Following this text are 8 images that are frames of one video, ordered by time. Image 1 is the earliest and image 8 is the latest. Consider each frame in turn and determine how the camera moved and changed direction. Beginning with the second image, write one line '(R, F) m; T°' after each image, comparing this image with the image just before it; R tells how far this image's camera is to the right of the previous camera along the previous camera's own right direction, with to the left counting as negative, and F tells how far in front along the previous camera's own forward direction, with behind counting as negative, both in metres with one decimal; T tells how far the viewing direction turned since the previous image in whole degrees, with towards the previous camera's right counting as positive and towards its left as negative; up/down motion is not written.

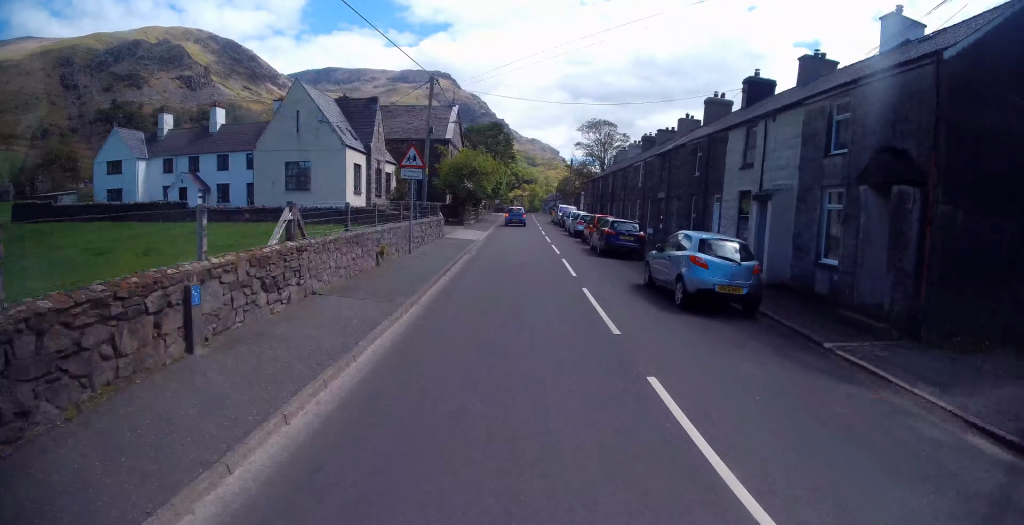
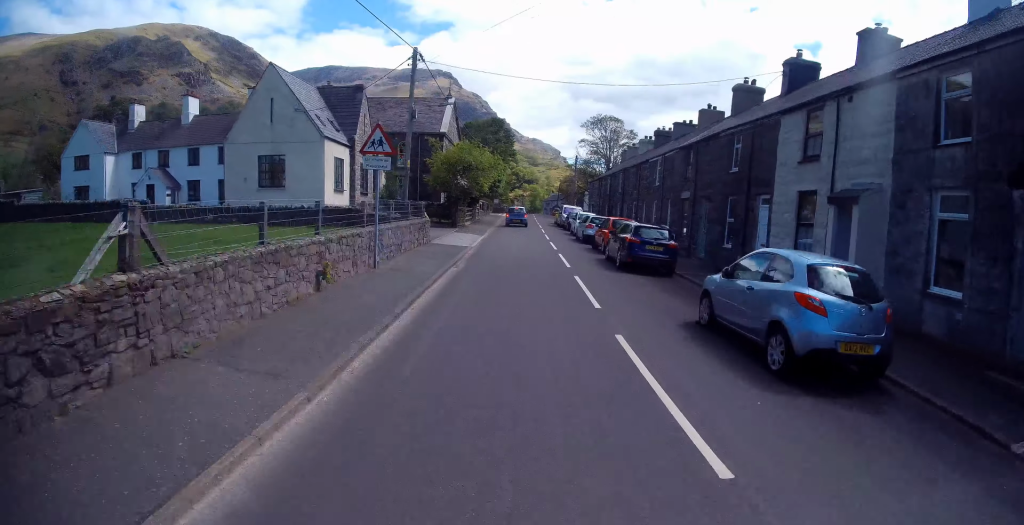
(+0.1, +4.3) m; 0°
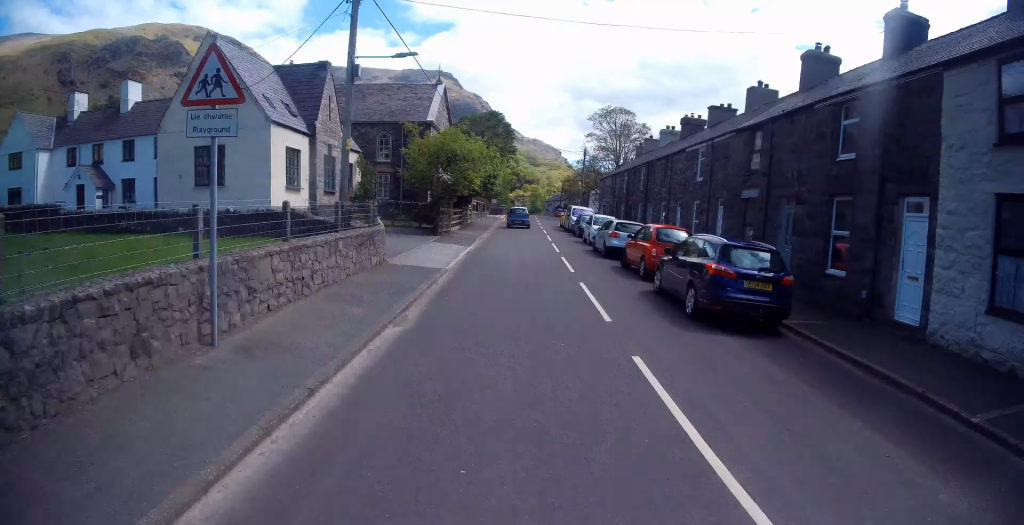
(-0.1, +7.5) m; -1°
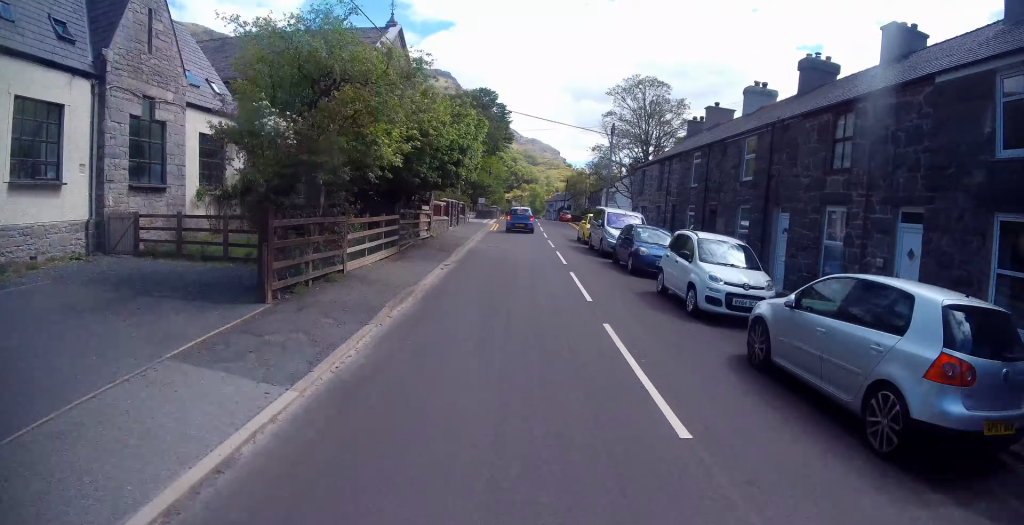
(-0.1, +17.2) m; +1°
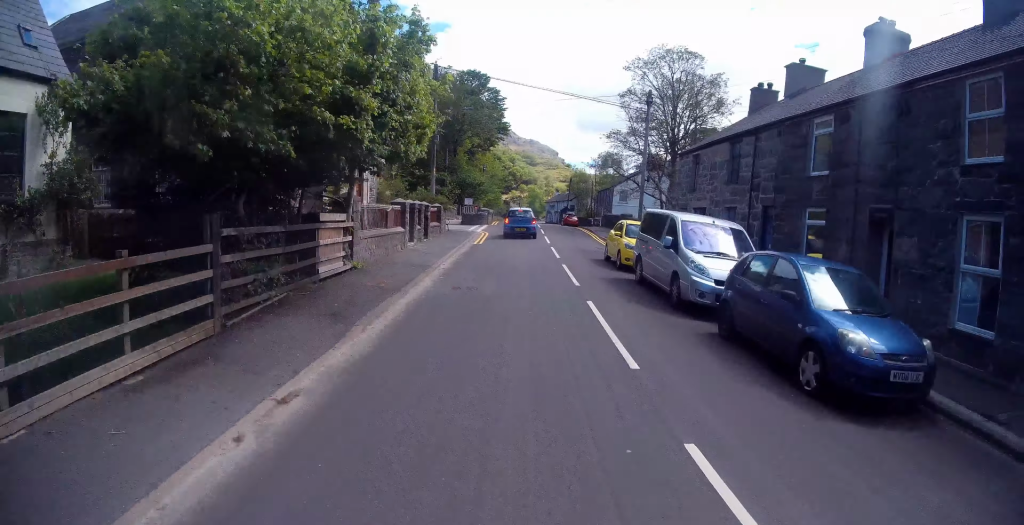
(+0.1, +10.8) m; -1°
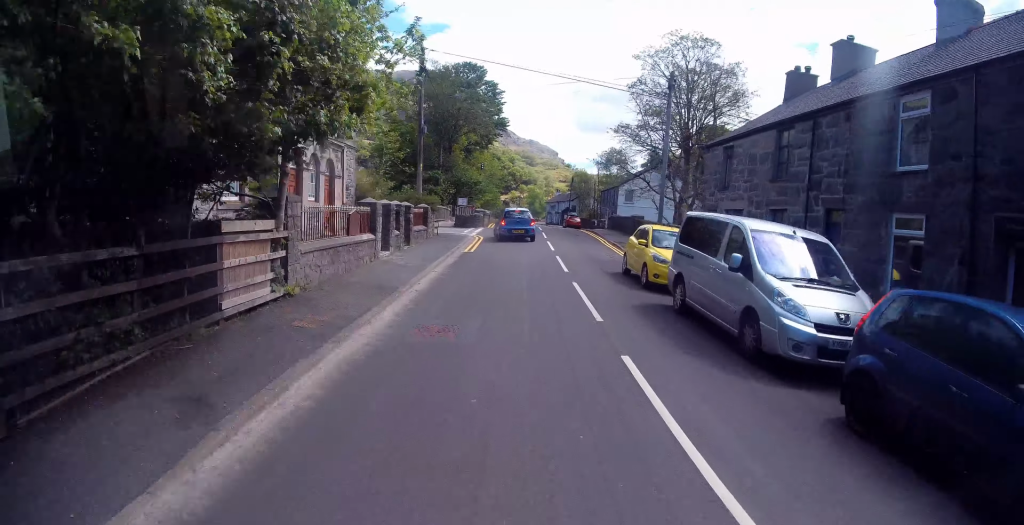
(0.0, +3.8) m; -1°
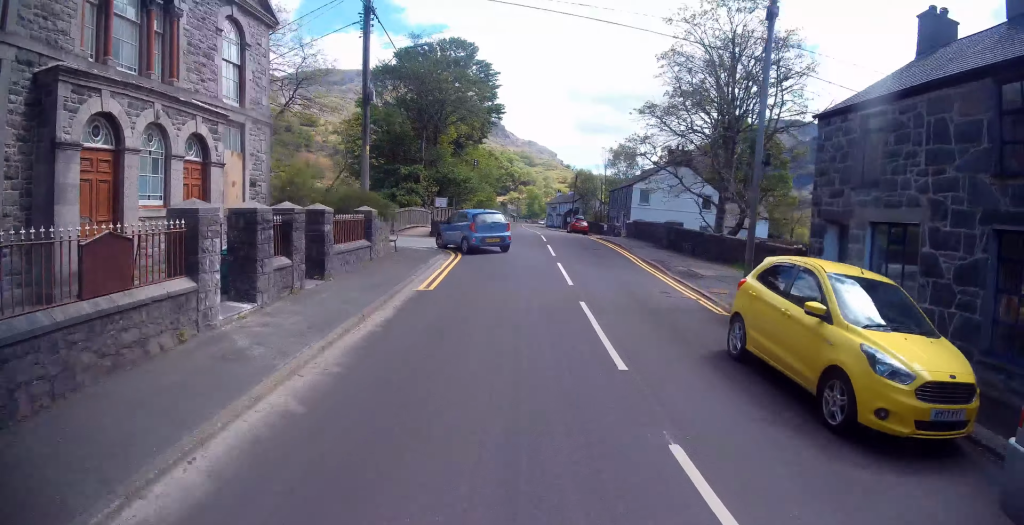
(-0.3, +9.0) m; -2°
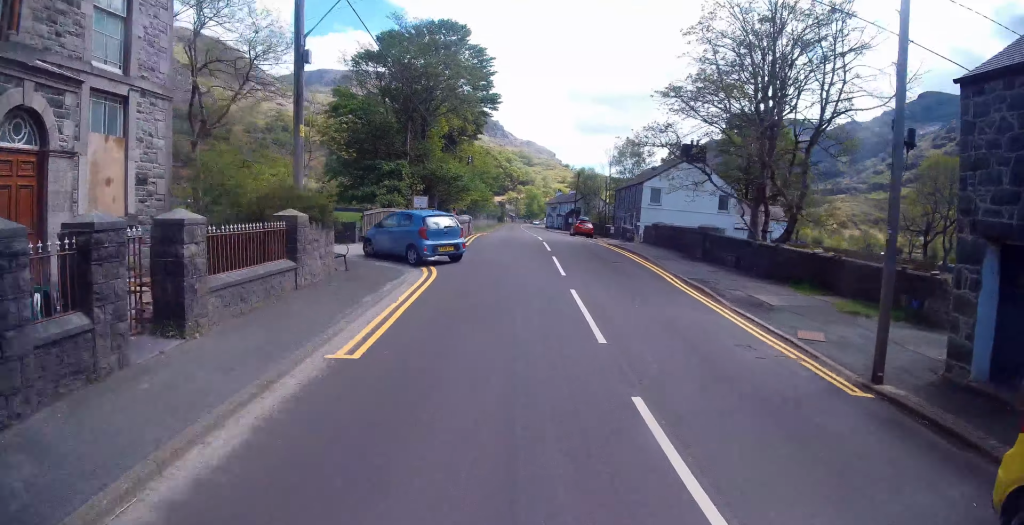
(0.0, +5.4) m; +1°
